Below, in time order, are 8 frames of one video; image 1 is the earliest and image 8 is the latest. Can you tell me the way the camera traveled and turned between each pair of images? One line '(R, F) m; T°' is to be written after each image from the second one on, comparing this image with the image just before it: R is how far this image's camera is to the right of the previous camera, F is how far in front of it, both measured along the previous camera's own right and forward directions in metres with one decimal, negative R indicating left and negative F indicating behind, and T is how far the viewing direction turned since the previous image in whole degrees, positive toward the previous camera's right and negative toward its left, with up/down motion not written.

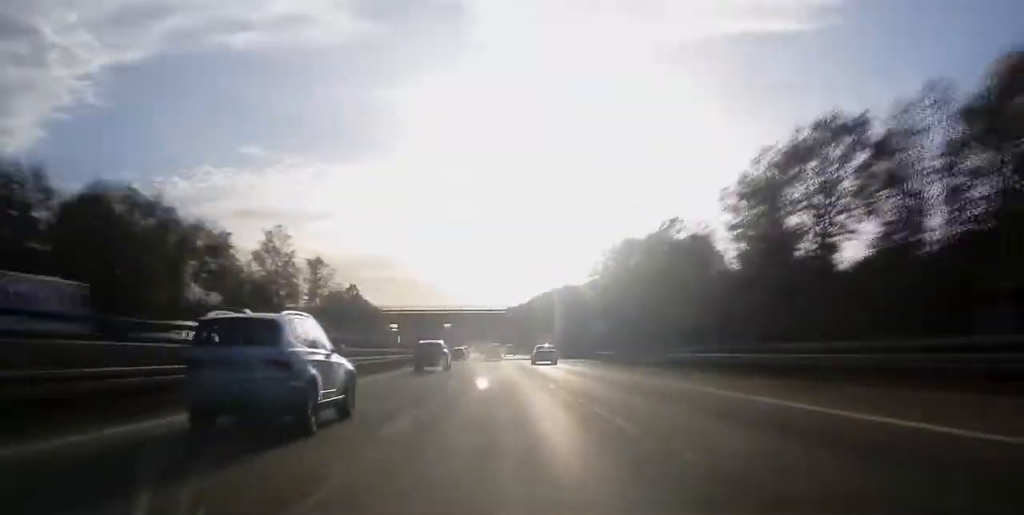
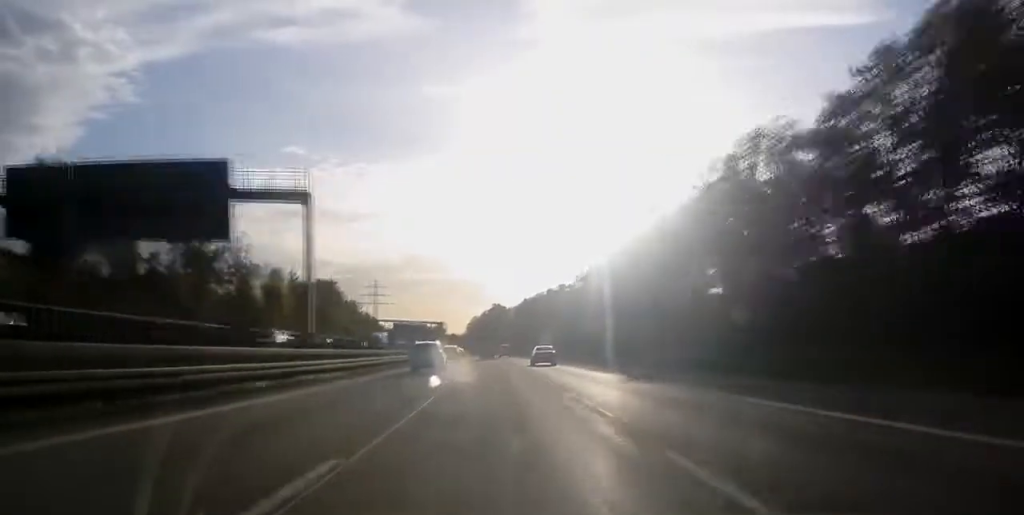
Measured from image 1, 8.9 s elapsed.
(-8.1, +243.6) m; -4°
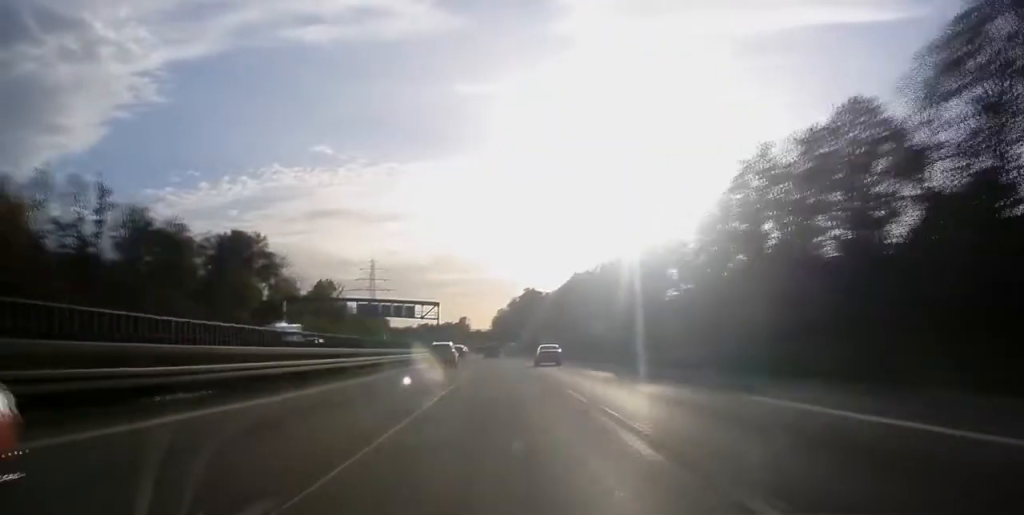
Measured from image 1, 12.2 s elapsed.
(-1.5, +91.6) m; -2°
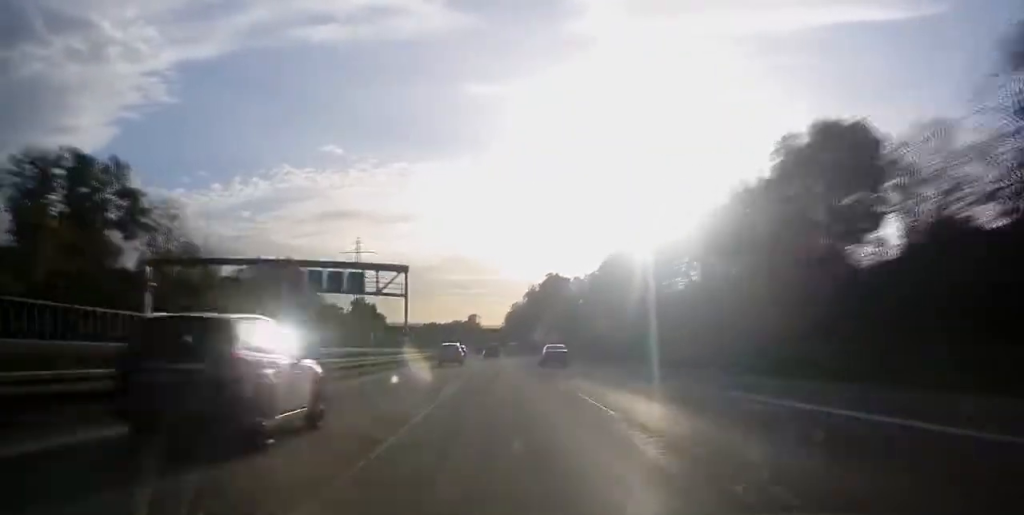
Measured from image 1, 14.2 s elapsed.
(-0.5, +58.3) m; -1°
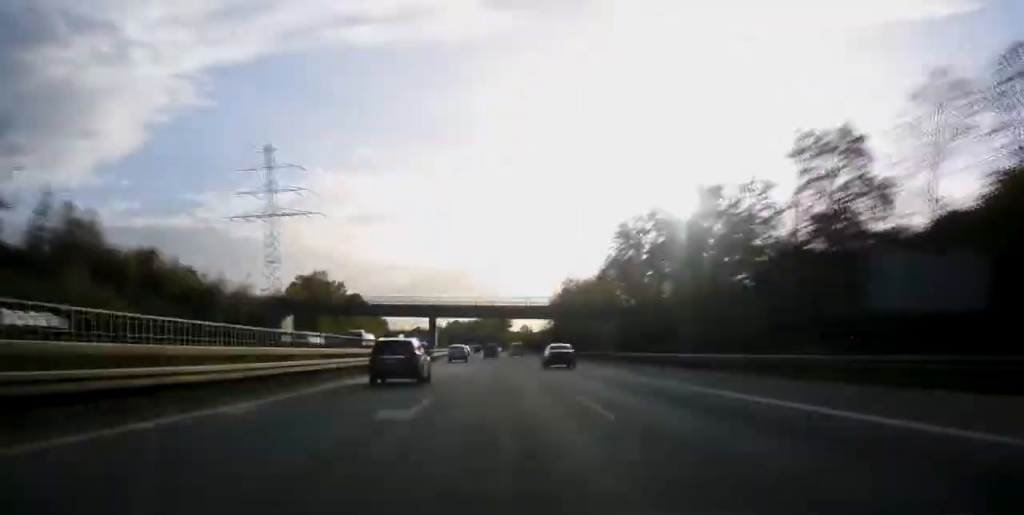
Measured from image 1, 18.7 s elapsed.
(-2.7, +128.6) m; -2°
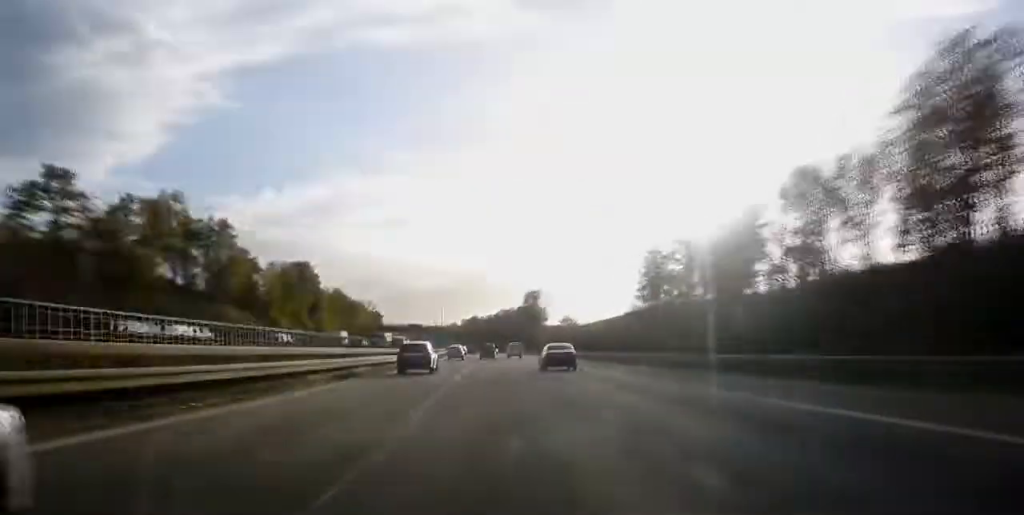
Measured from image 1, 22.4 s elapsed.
(-1.9, +108.6) m; -2°
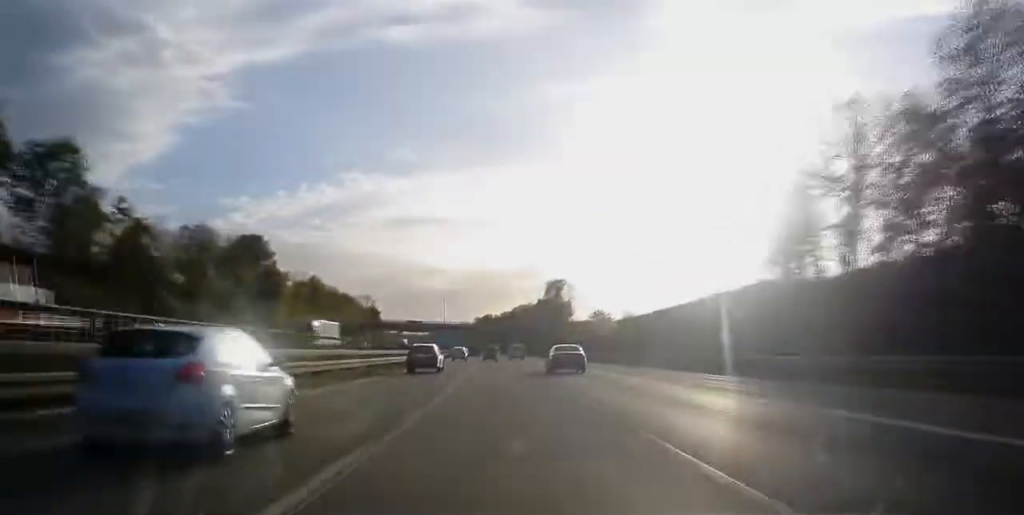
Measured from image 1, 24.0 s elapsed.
(+0.1, +45.9) m; -1°
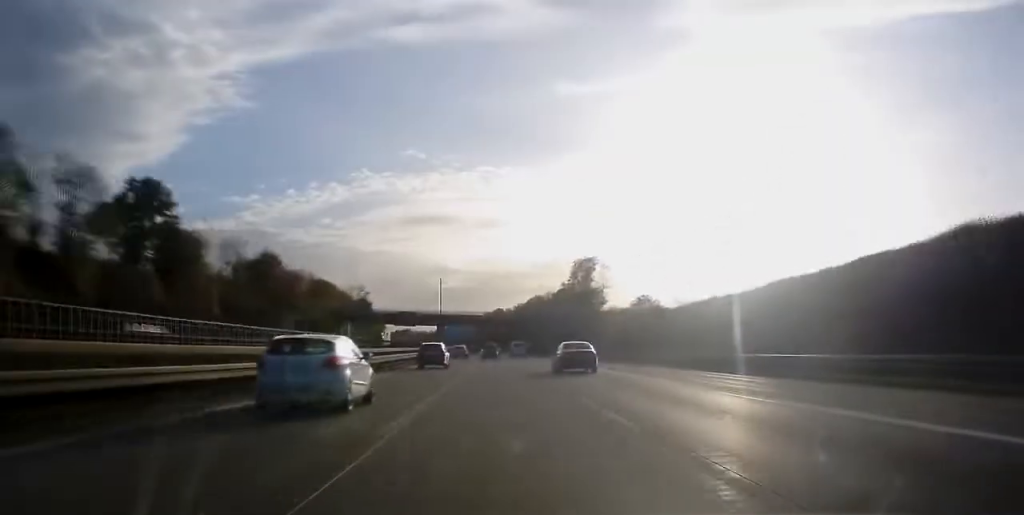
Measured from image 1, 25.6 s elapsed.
(-0.6, +45.2) m; -1°
